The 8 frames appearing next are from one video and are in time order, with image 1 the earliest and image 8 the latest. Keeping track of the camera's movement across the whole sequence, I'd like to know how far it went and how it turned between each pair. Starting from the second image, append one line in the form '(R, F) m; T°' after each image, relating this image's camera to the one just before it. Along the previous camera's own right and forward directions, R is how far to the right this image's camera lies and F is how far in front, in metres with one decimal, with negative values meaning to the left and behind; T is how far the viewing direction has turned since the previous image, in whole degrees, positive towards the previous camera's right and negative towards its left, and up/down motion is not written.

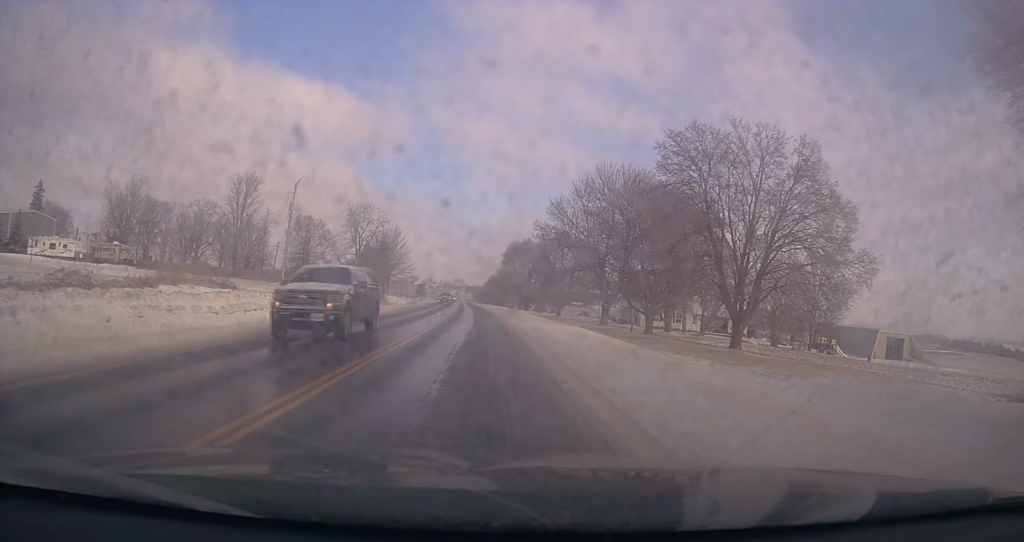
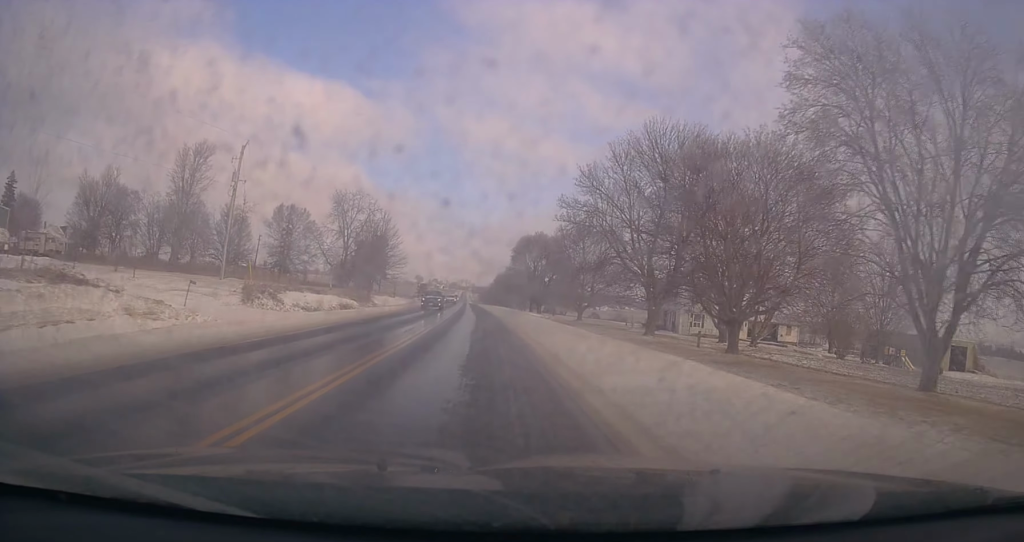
(0.0, +15.8) m; -1°
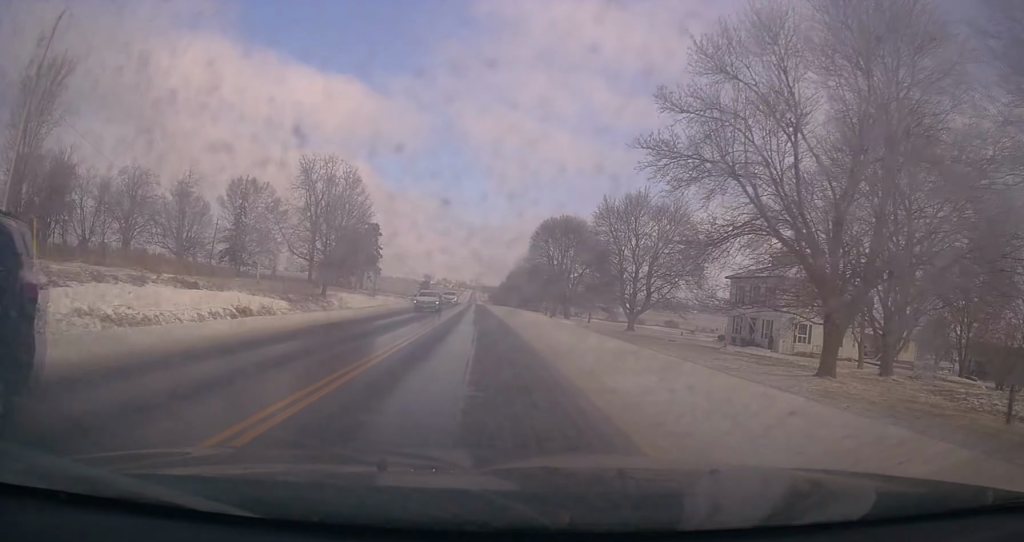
(-0.4, +25.8) m; -1°
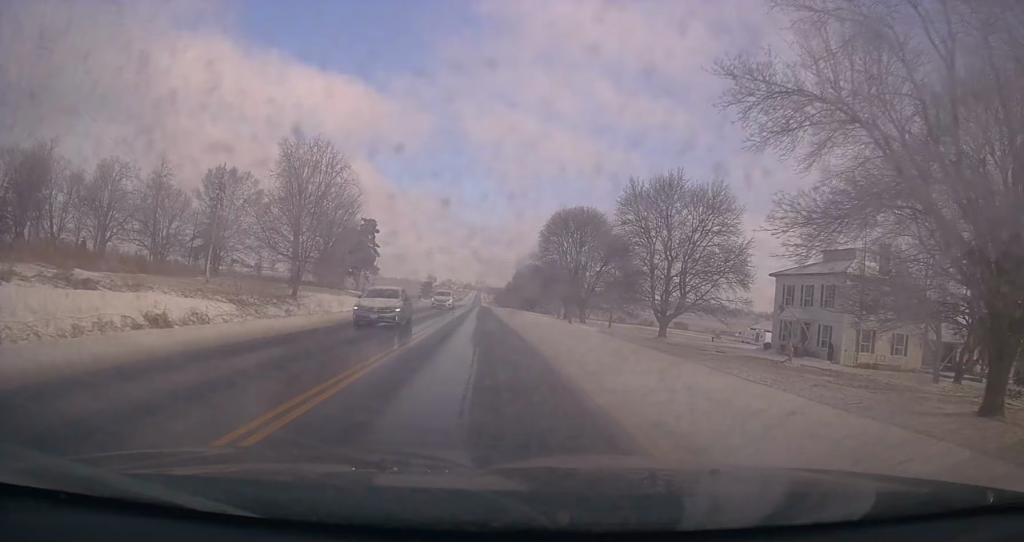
(0.0, +9.4) m; 0°
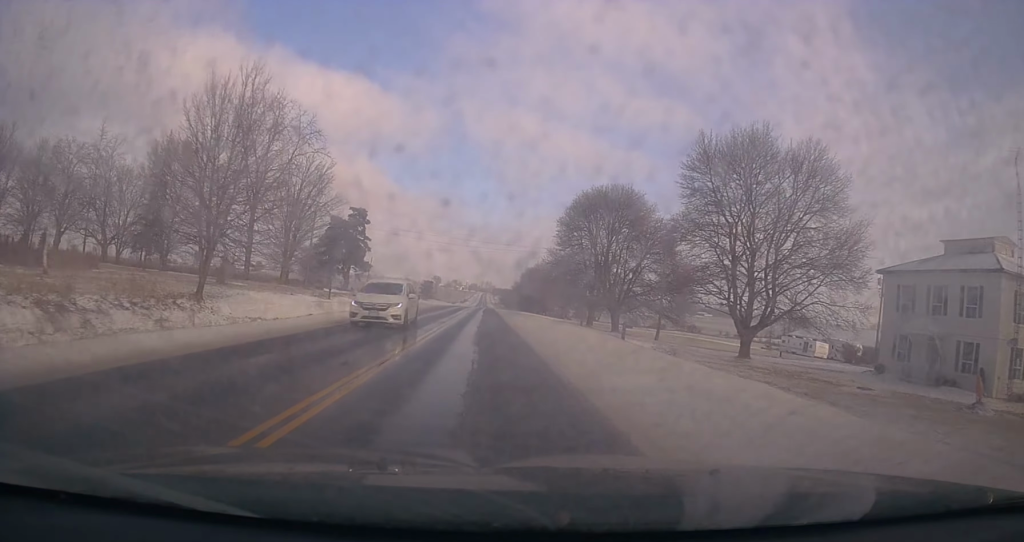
(0.0, +15.8) m; 0°
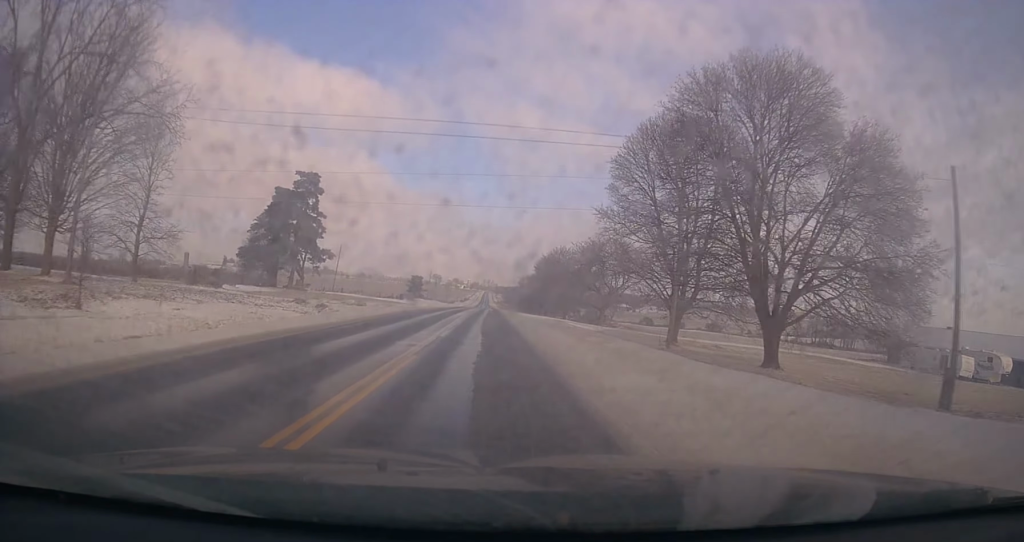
(-0.5, +32.9) m; -1°
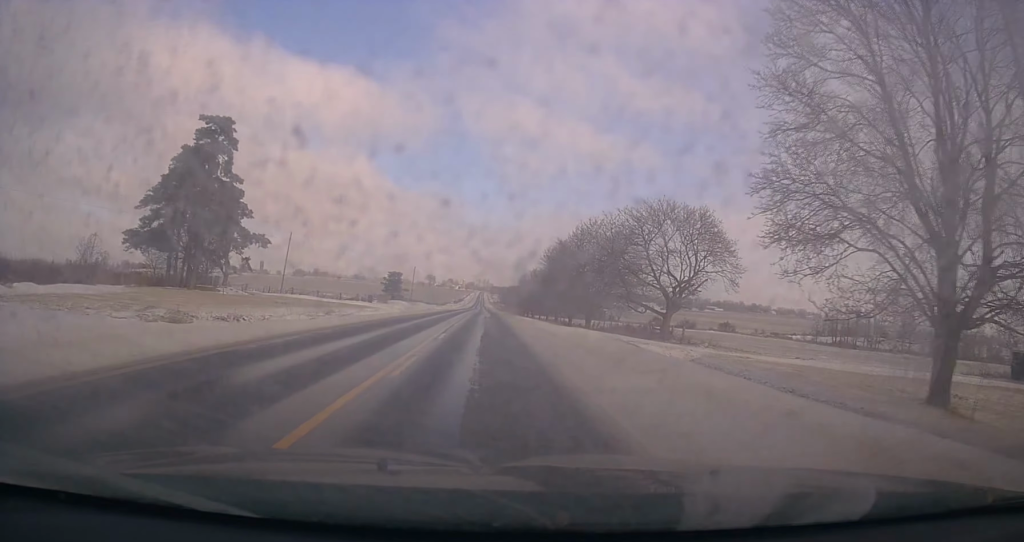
(+0.3, +26.7) m; 0°
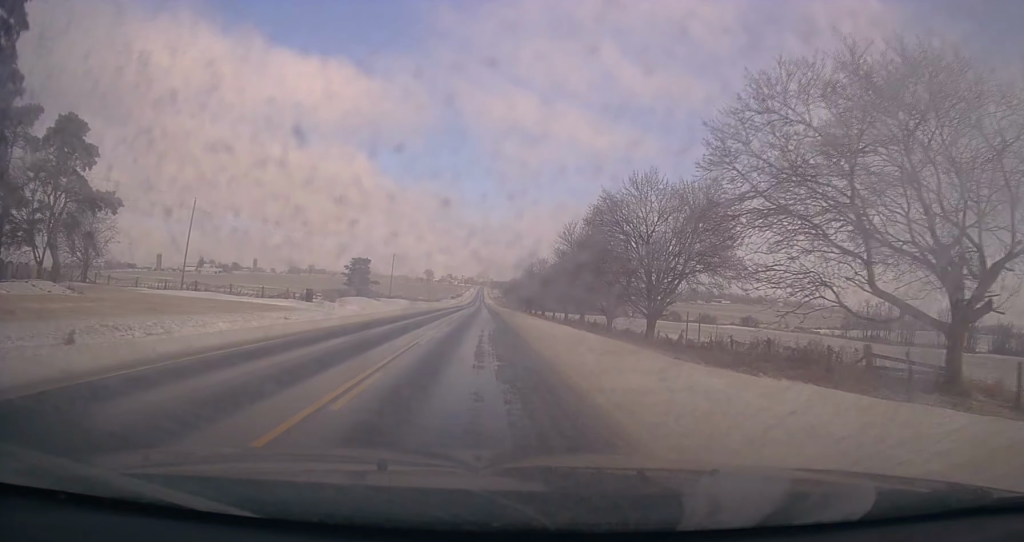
(-0.5, +30.4) m; 0°
